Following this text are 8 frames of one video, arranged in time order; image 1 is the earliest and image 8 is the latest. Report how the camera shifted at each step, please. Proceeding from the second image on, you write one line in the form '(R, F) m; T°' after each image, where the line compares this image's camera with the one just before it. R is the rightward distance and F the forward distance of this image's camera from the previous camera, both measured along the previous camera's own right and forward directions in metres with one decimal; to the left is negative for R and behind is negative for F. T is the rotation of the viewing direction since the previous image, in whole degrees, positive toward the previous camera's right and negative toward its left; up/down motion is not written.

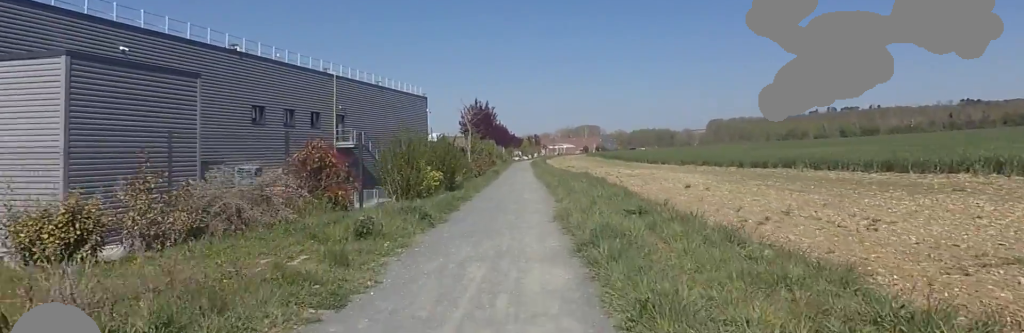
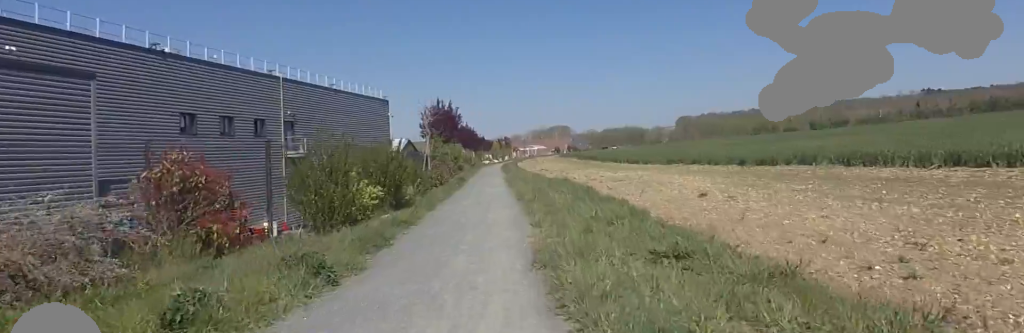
(-0.2, +3.7) m; 0°
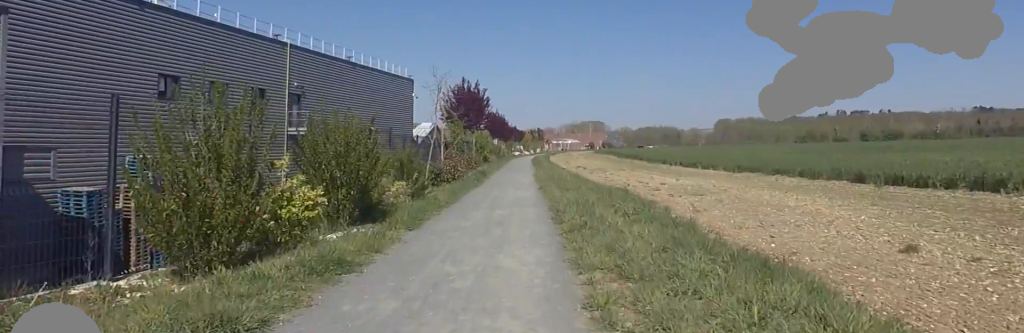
(+0.4, +5.4) m; 0°
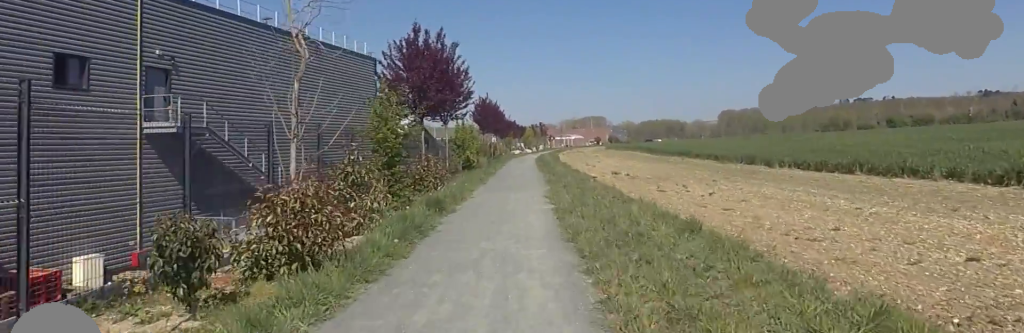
(-0.7, +14.0) m; +2°
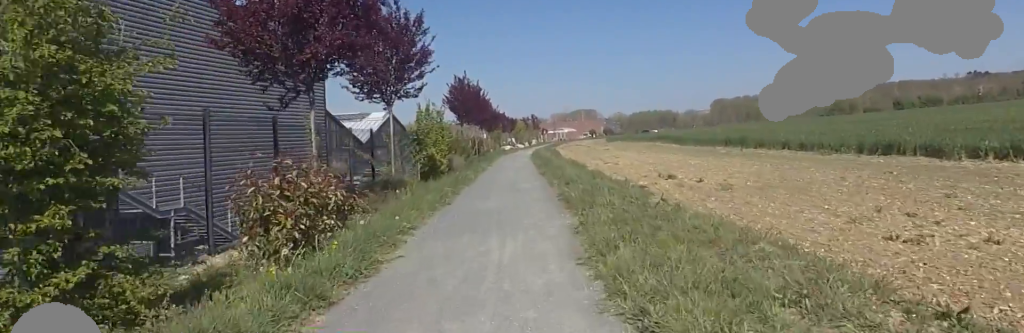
(+0.5, +9.3) m; -1°
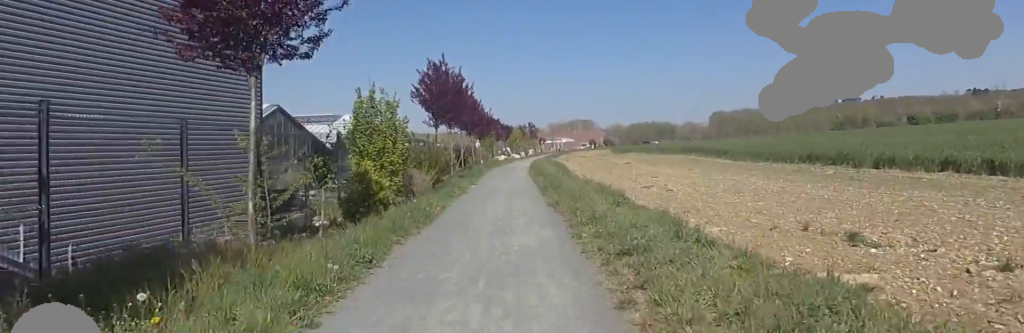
(-0.4, +7.5) m; 0°
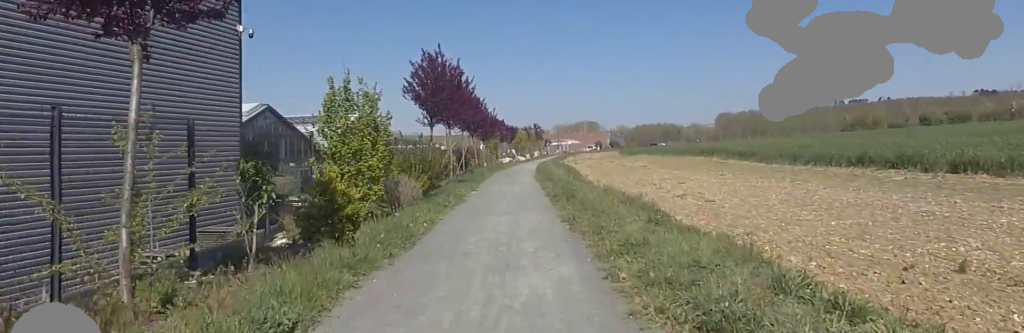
(+0.2, +2.5) m; 0°
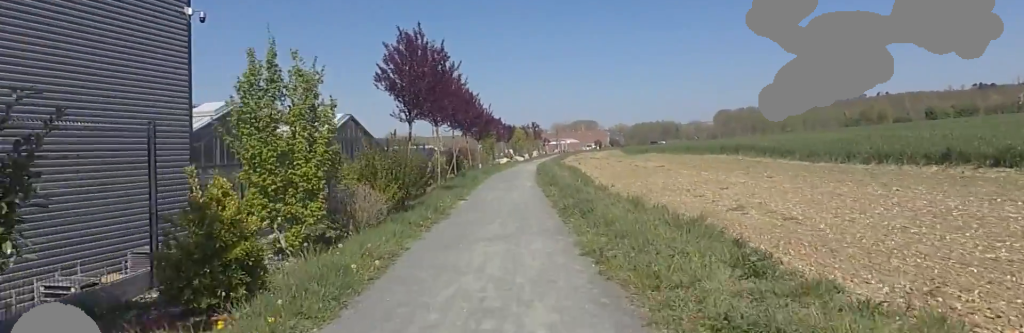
(+0.2, +3.3) m; 0°
